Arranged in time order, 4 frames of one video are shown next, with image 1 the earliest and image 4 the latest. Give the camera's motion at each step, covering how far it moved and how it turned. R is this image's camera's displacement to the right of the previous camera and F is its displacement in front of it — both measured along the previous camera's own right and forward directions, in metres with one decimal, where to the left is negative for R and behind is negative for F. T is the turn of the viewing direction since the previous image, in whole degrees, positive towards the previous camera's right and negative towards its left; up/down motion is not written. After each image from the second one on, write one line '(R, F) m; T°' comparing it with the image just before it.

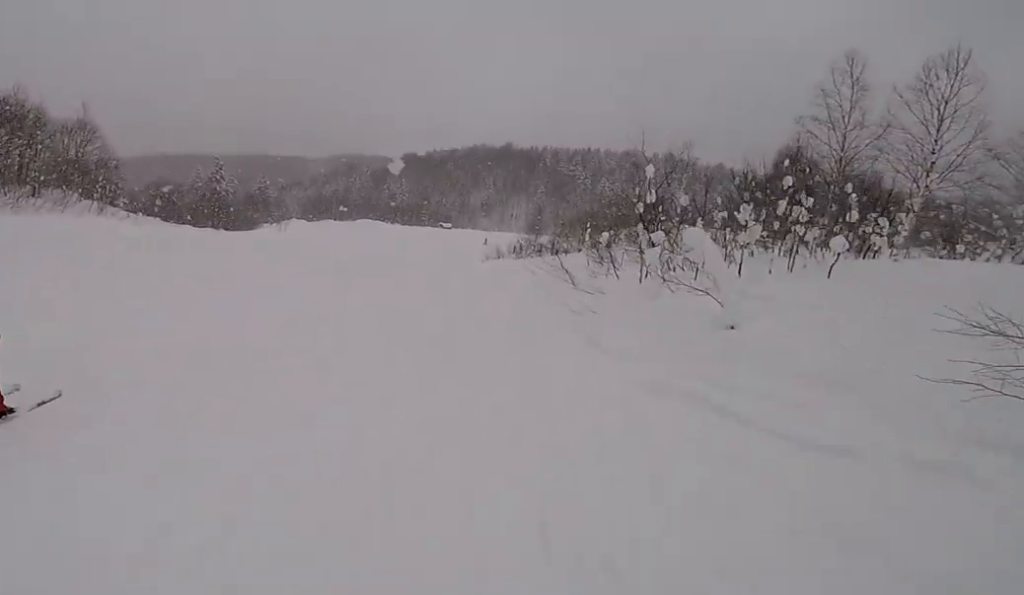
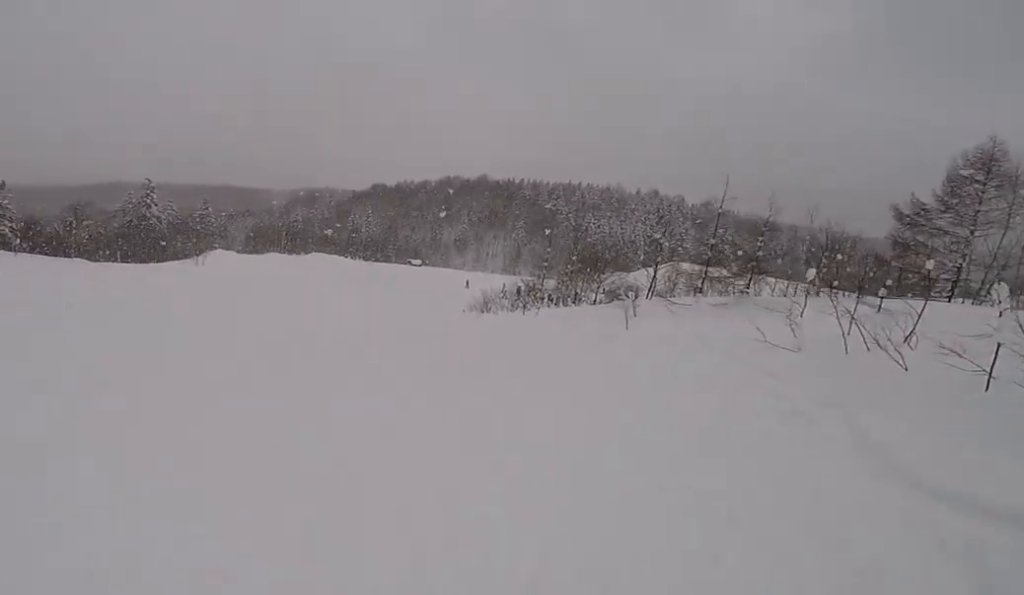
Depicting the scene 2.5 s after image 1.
(+0.4, +20.4) m; +1°
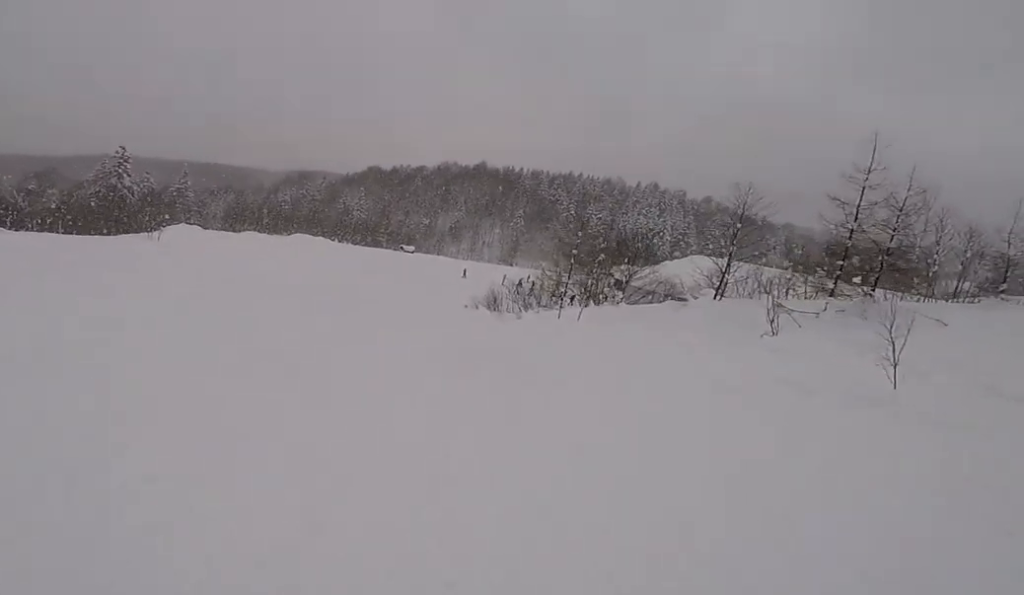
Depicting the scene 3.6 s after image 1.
(-0.4, +9.7) m; -1°
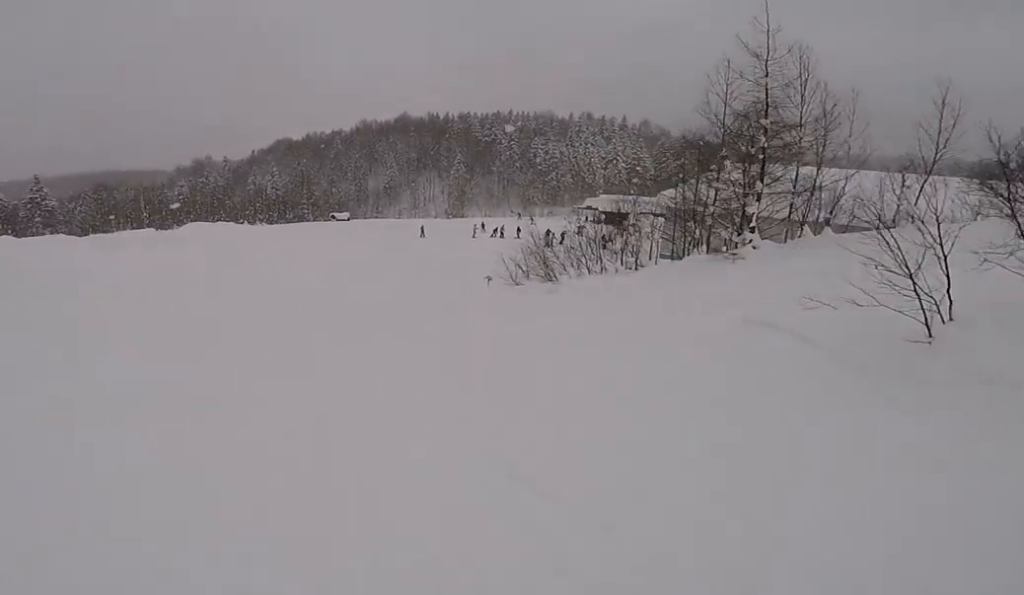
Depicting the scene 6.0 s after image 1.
(+1.1, +21.4) m; +9°
